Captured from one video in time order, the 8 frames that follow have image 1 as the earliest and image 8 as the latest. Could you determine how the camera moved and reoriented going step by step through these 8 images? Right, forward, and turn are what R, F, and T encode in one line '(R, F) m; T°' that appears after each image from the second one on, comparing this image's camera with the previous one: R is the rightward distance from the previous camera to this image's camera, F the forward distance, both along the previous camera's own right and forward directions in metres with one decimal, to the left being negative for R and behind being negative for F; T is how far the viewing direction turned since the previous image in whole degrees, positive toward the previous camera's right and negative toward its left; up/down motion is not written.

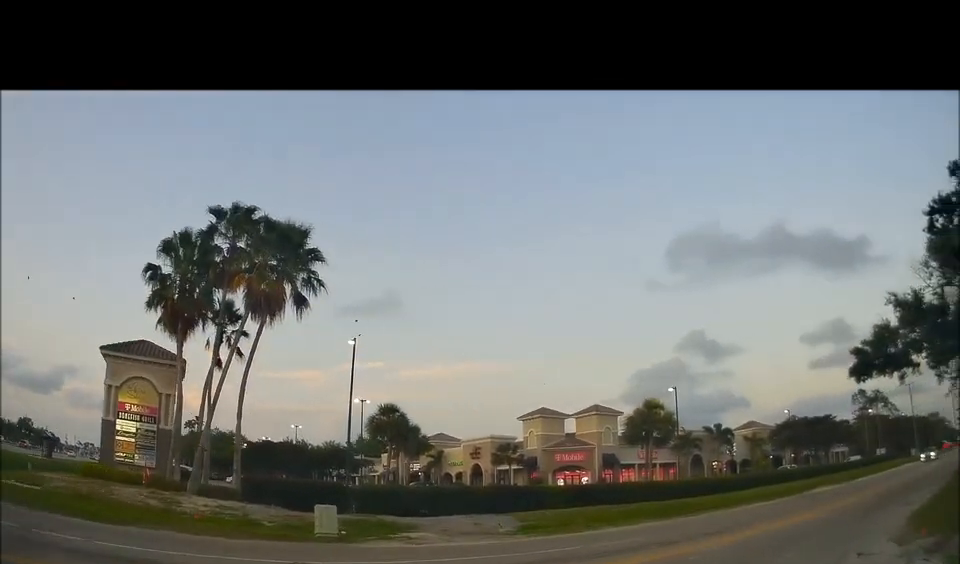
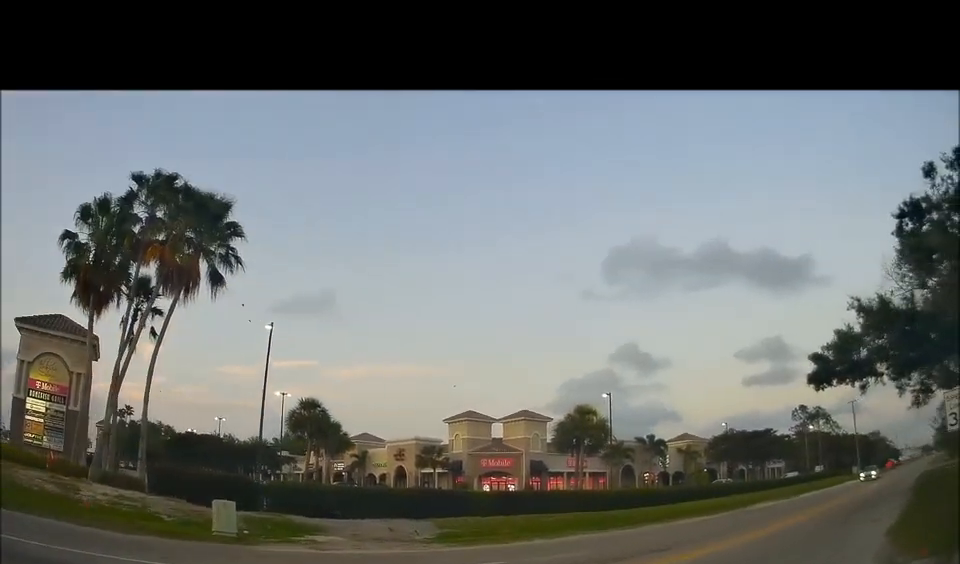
(-0.1, +2.0) m; +5°
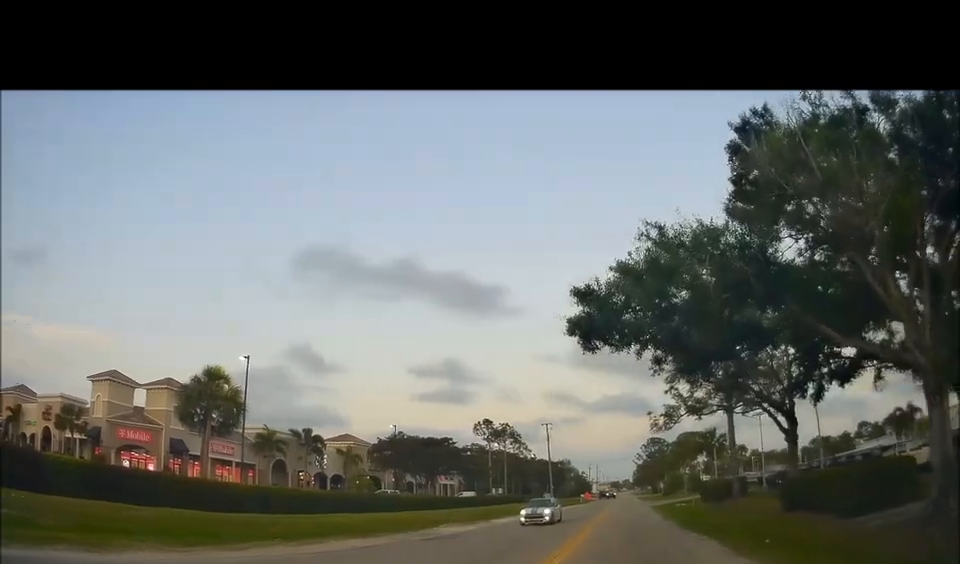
(+3.0, +8.5) m; +30°
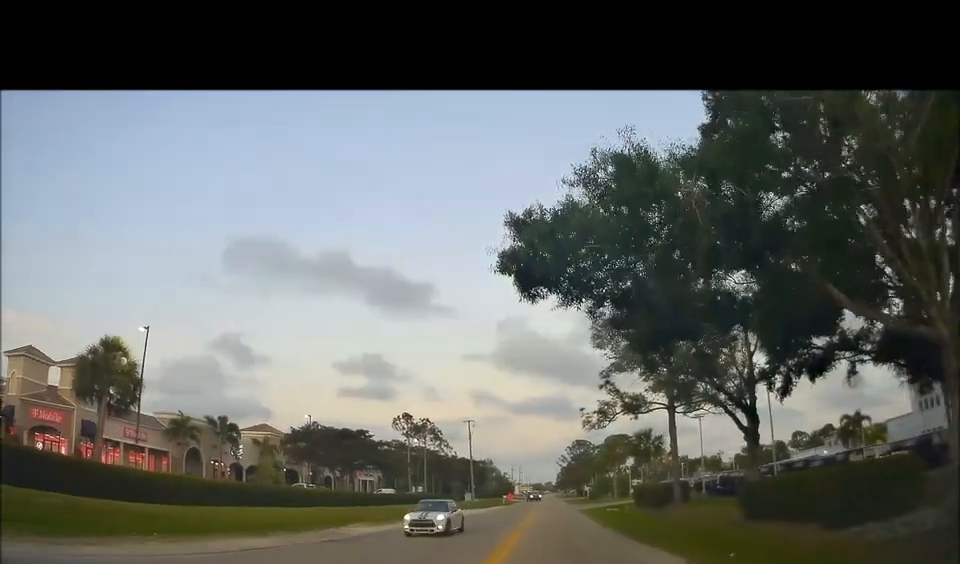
(-0.2, +2.7) m; +5°
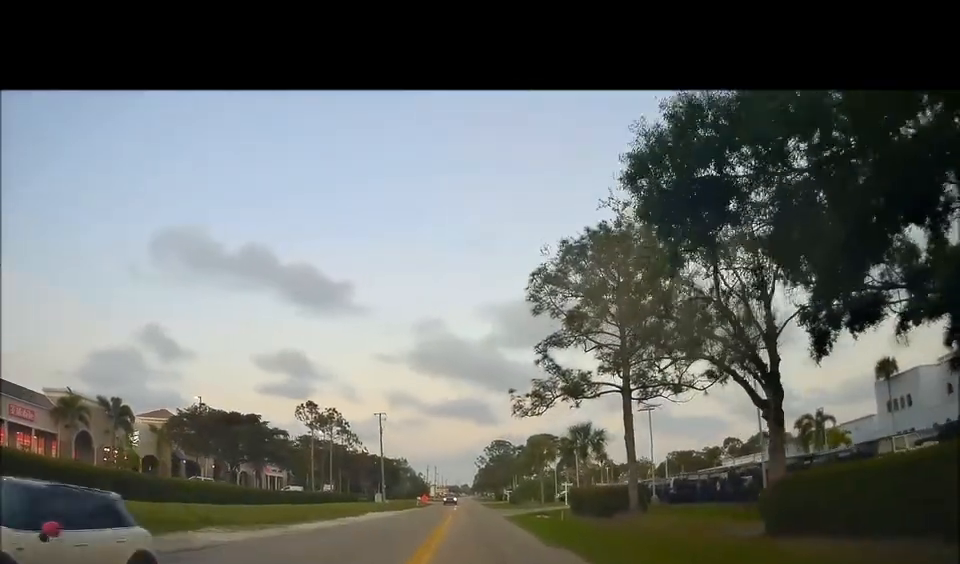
(+0.8, +5.7) m; +24°
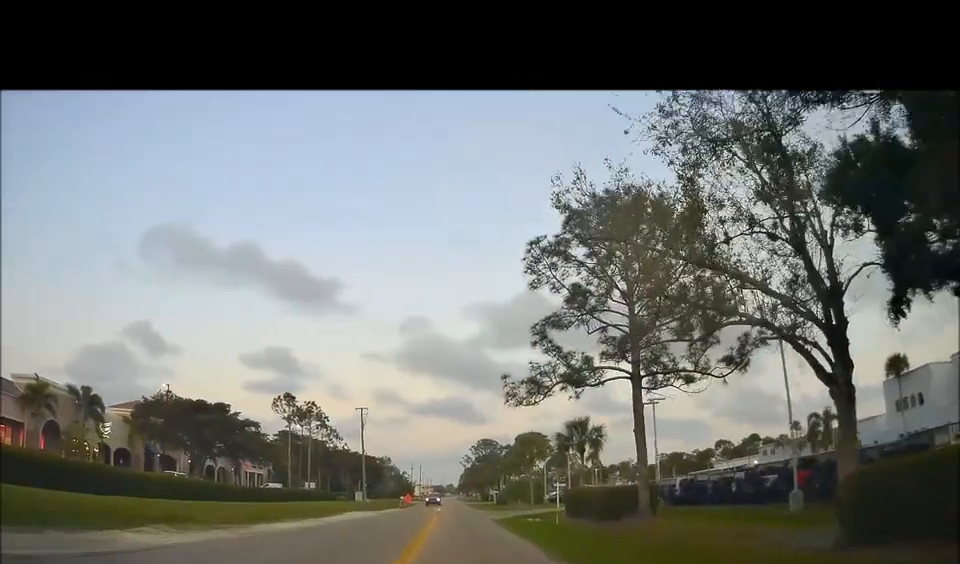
(+0.5, +3.0) m; +7°
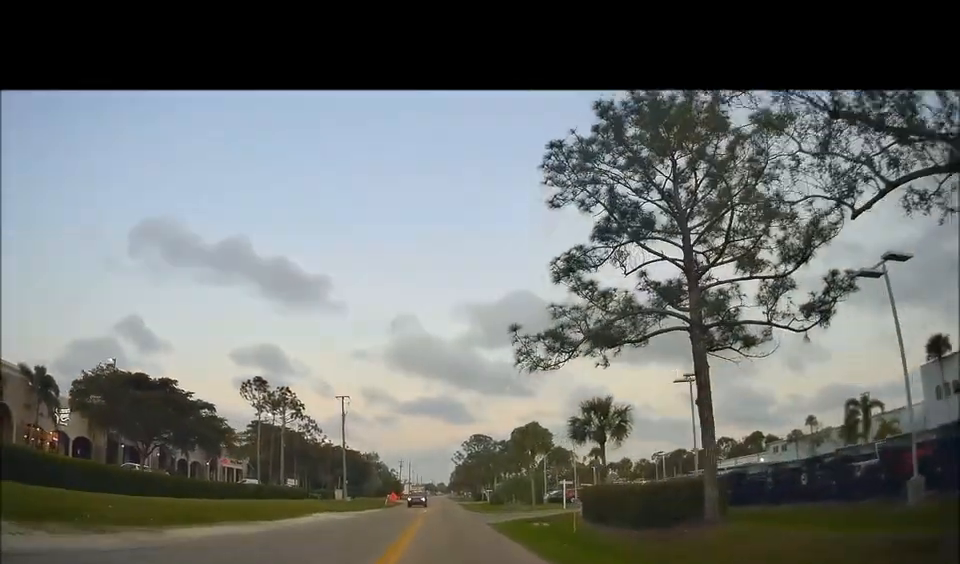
(+0.7, +6.0) m; +5°
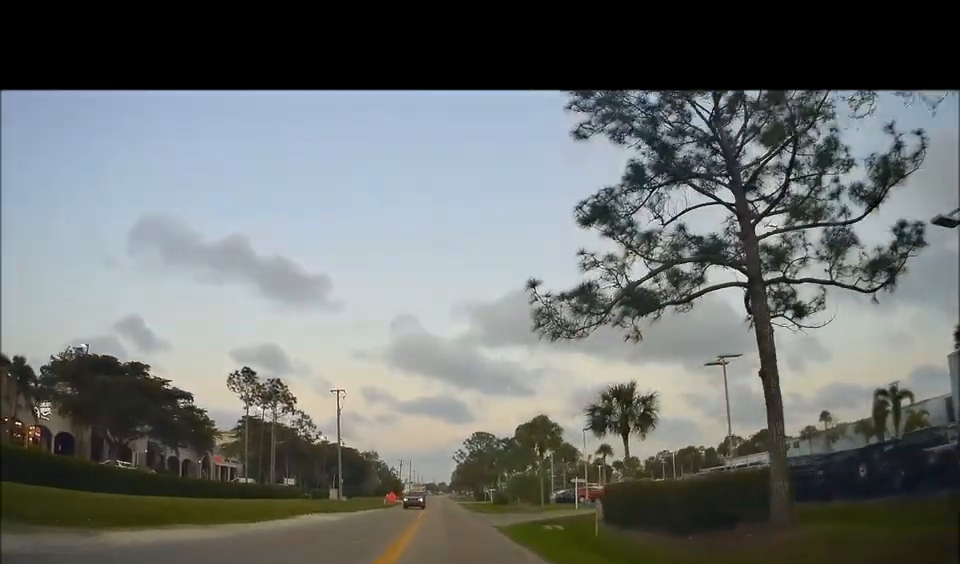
(+0.1, +3.1) m; -2°
